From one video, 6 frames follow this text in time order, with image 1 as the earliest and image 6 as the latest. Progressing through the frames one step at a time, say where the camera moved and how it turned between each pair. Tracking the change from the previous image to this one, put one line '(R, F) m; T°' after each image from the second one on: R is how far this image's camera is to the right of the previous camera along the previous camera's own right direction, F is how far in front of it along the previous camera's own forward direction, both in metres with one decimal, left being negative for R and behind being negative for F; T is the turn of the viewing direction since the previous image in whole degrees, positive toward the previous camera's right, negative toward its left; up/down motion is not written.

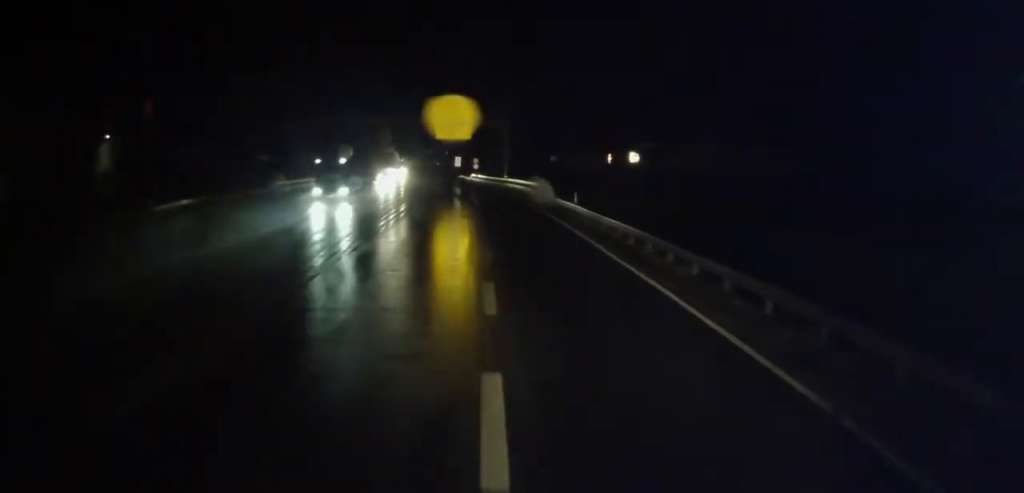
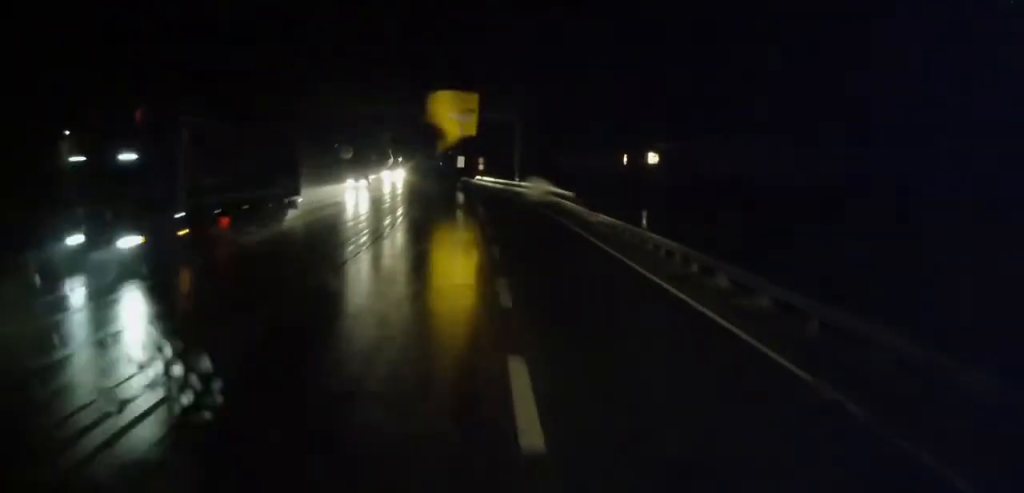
(-0.3, +10.7) m; -2°
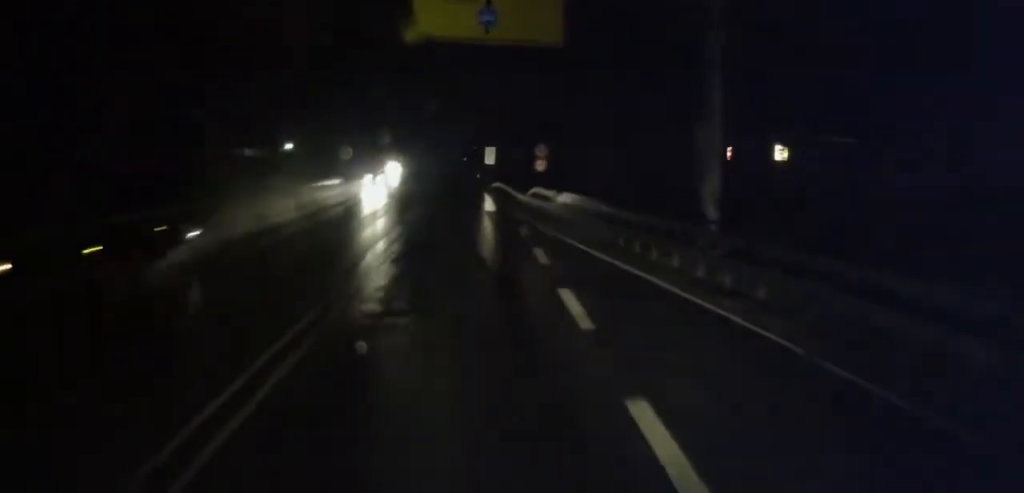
(+1.7, +41.9) m; +2°
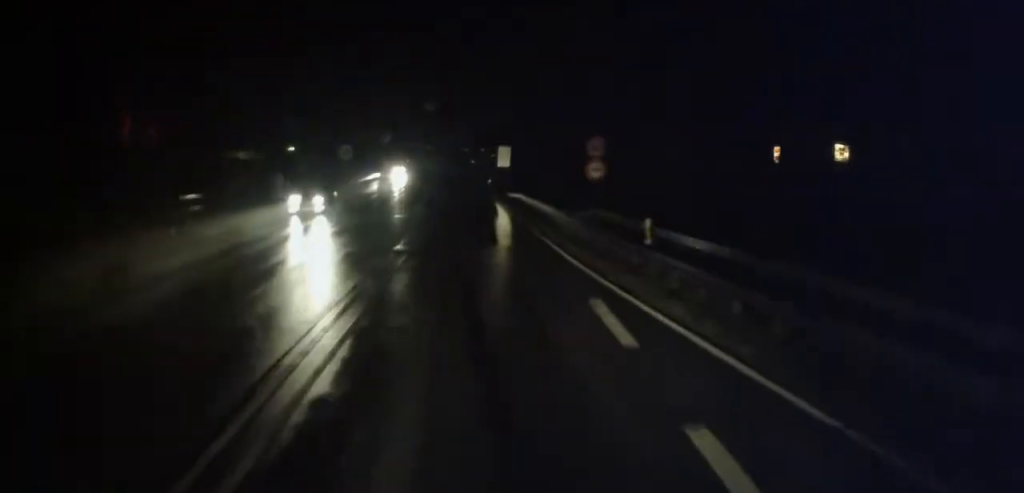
(-0.4, +13.0) m; -2°
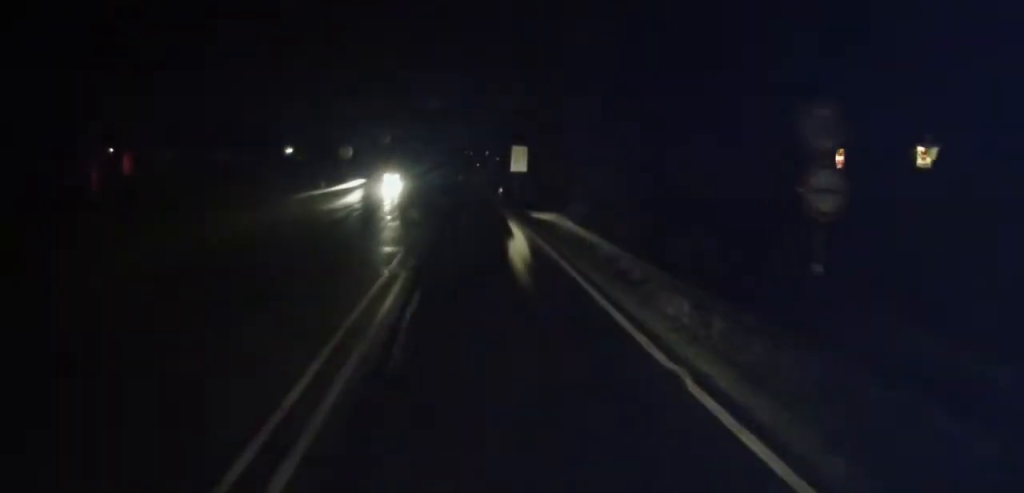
(-0.1, +14.2) m; -1°
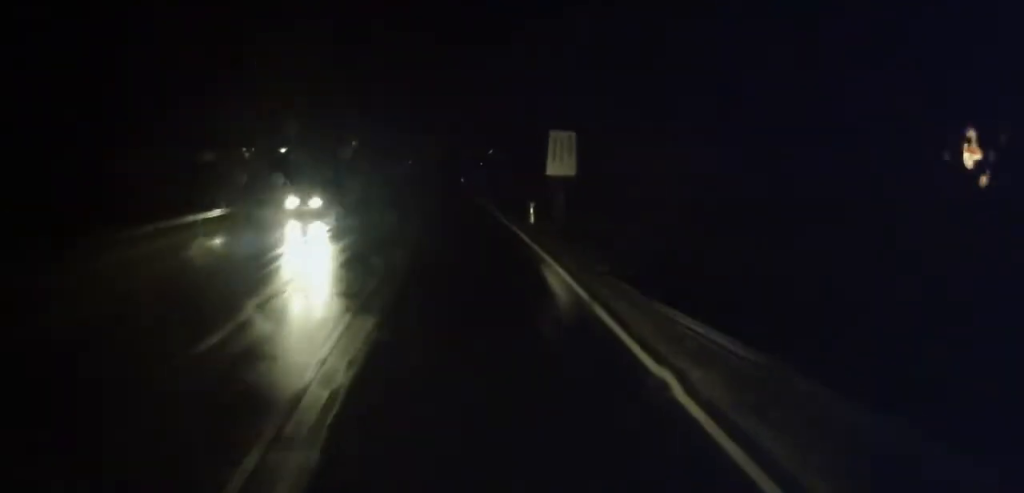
(0.0, +20.6) m; -2°
